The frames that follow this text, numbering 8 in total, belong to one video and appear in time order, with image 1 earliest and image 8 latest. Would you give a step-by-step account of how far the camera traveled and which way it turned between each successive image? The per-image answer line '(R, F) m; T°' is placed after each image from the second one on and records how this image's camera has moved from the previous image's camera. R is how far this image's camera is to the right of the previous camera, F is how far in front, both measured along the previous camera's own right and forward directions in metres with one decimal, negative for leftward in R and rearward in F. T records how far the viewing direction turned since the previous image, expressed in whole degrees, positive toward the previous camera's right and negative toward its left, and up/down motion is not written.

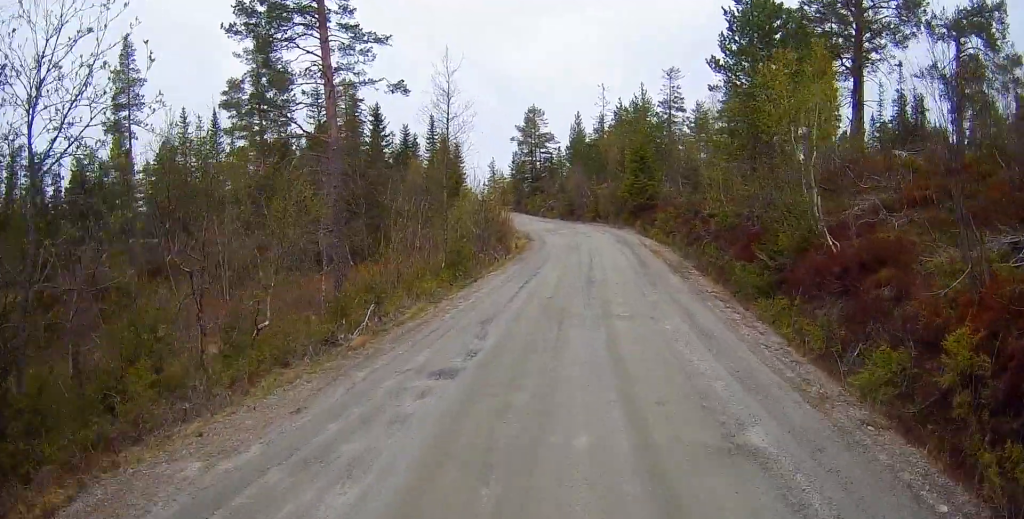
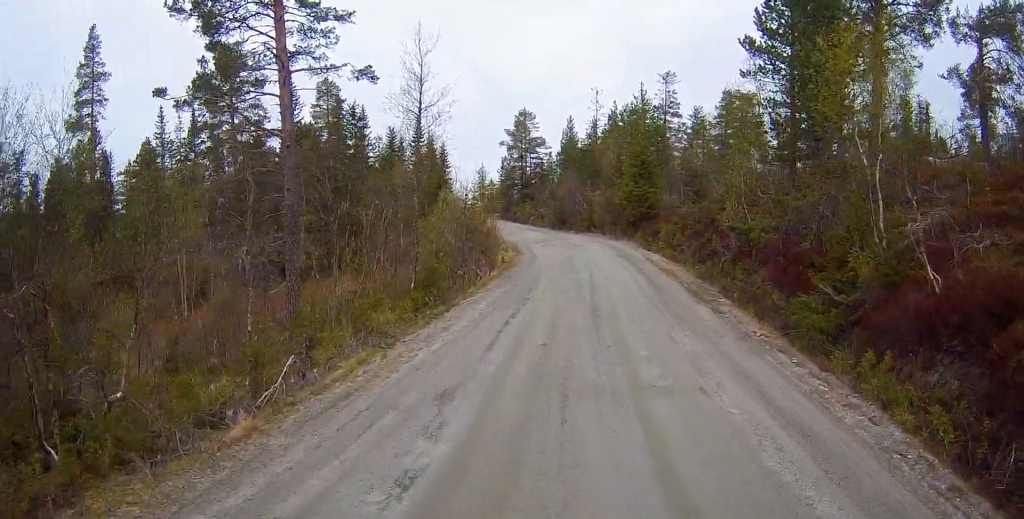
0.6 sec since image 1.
(+0.1, +4.1) m; +1°
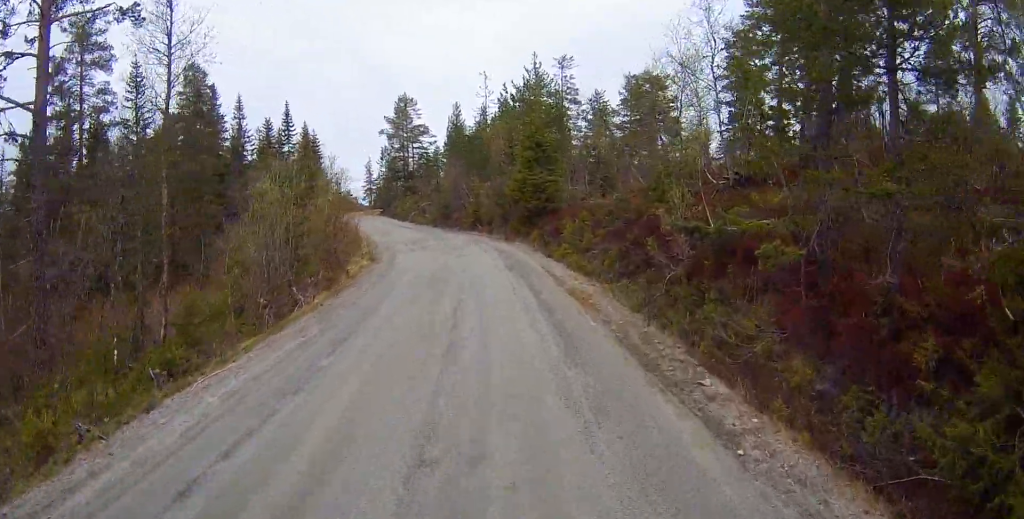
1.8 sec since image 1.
(+0.1, +8.0) m; +4°
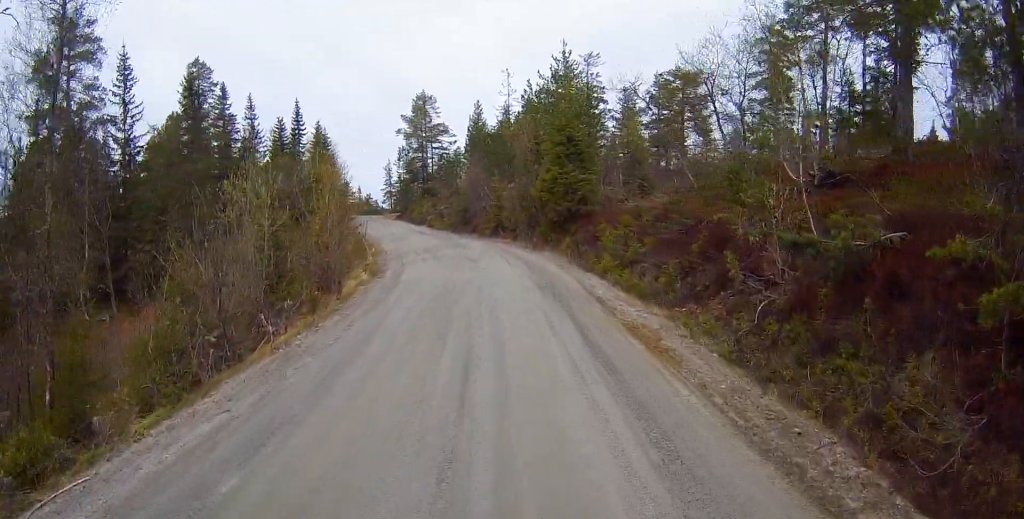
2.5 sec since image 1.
(+0.4, +4.0) m; +2°
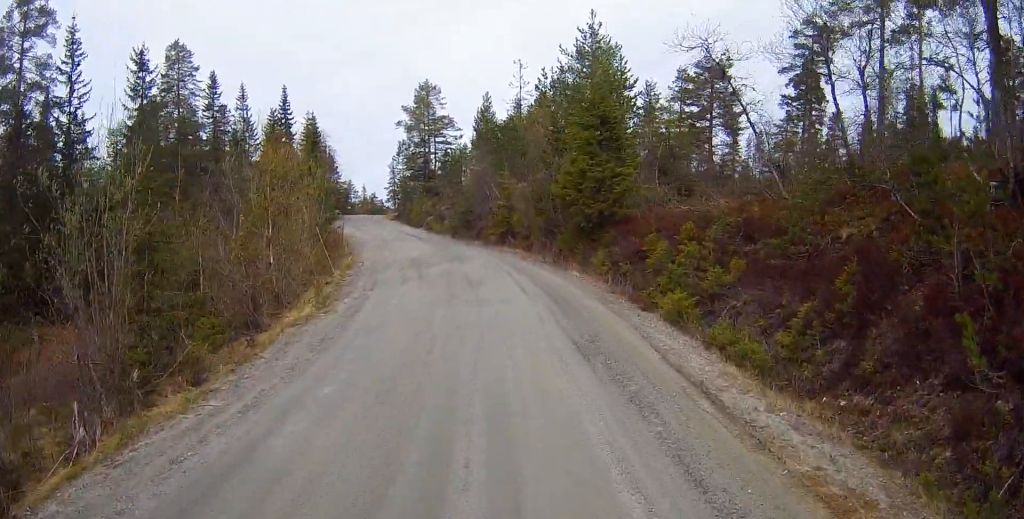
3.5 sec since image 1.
(-0.4, +6.4) m; -2°
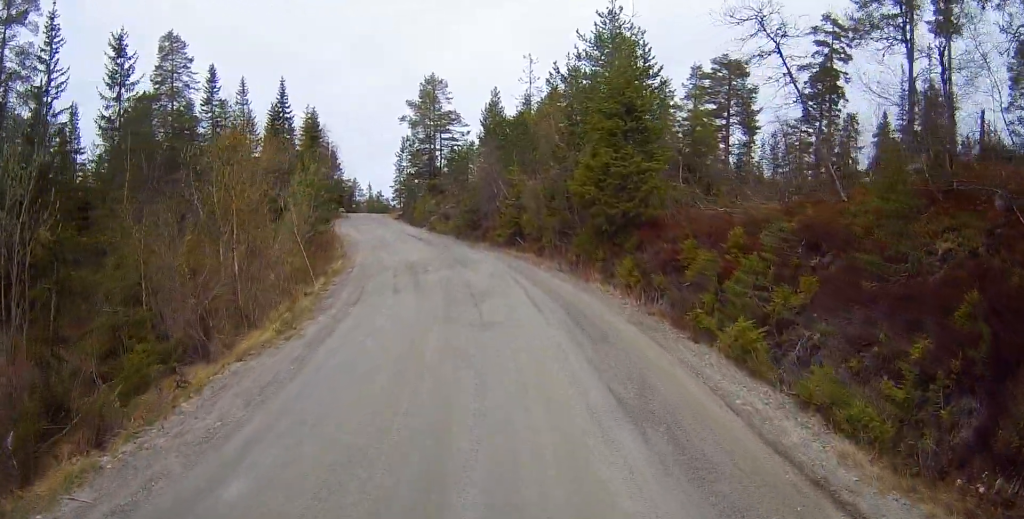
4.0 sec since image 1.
(+0.1, +2.7) m; 0°
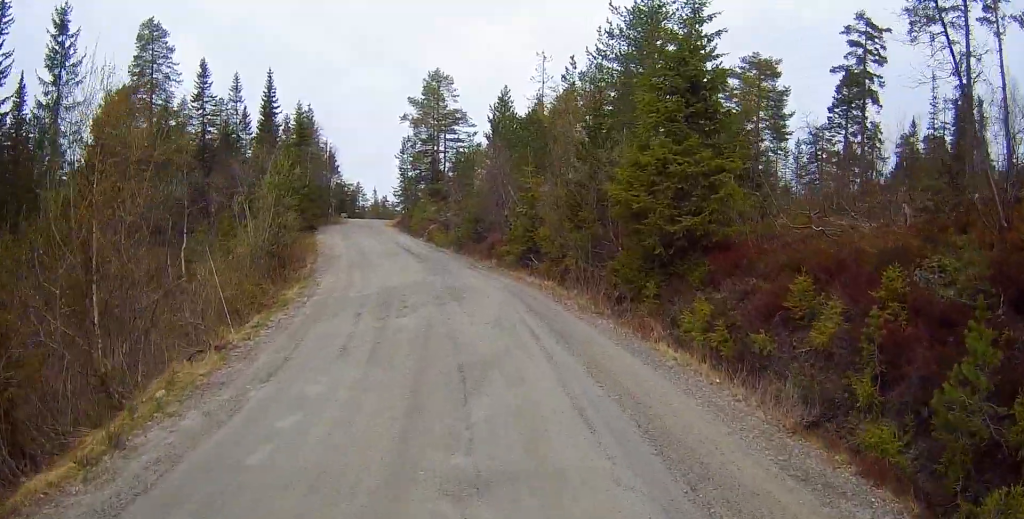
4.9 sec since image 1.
(0.0, +5.6) m; -1°
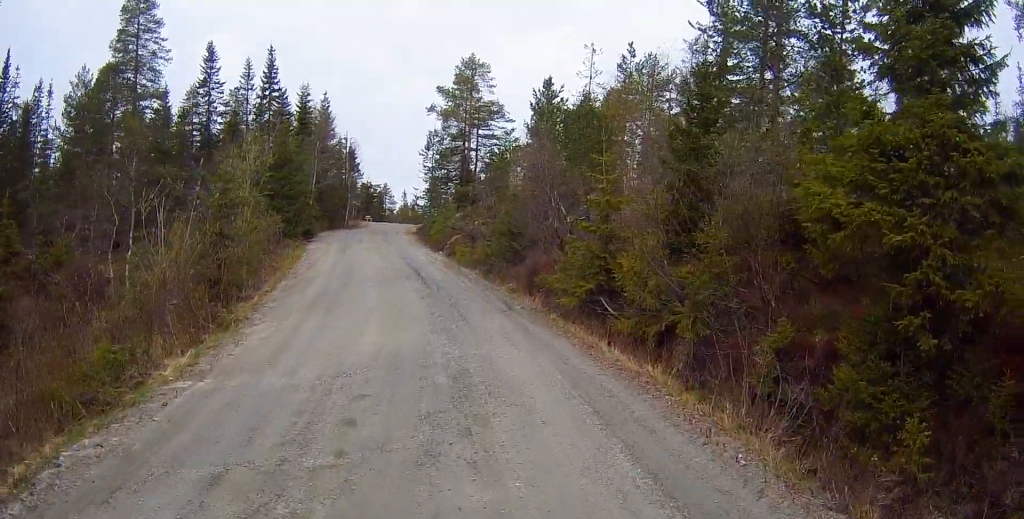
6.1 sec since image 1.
(-0.2, +8.1) m; -5°
